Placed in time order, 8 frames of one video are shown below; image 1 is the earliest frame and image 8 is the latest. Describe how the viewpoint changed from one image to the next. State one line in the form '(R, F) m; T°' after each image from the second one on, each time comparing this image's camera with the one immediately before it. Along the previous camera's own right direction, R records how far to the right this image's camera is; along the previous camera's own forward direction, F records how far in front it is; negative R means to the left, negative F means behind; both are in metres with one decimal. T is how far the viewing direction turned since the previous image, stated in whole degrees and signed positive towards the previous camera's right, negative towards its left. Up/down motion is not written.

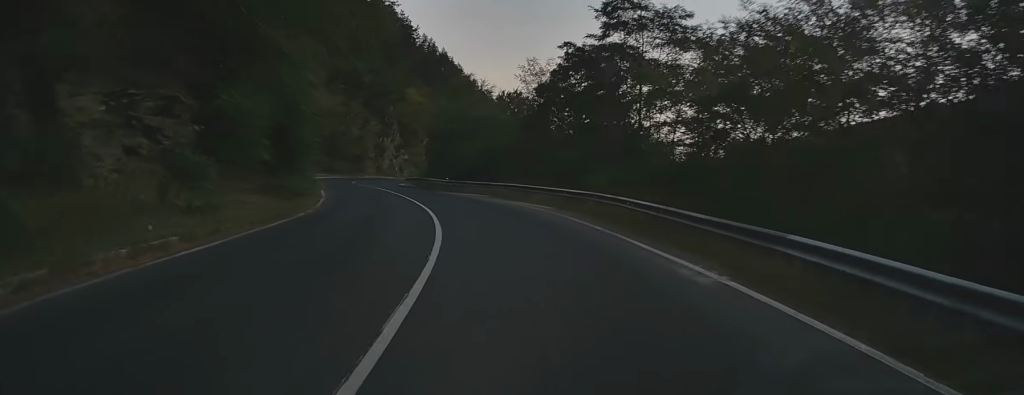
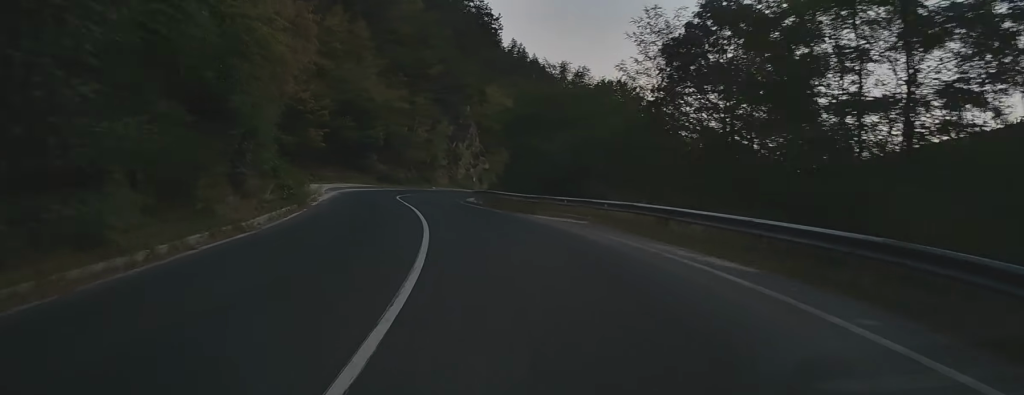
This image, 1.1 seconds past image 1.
(-1.2, +16.7) m; -7°
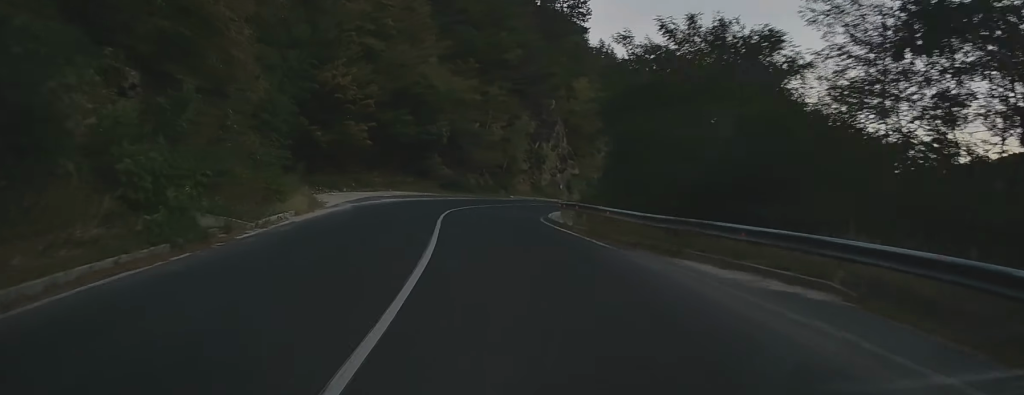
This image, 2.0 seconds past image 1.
(-0.6, +13.4) m; -3°
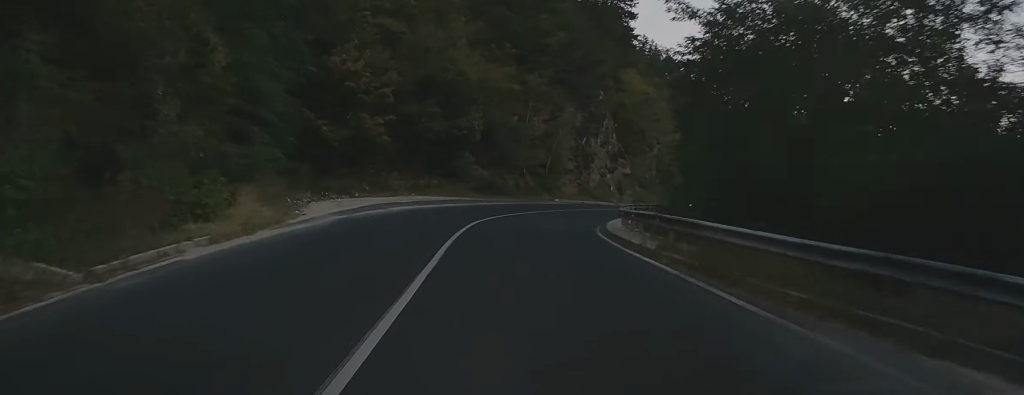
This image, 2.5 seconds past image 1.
(0.0, +7.8) m; -1°
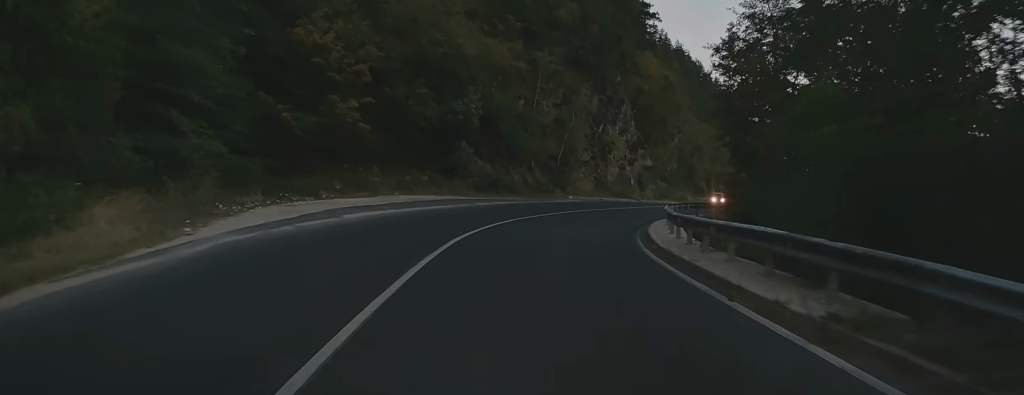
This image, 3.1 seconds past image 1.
(-0.1, +7.8) m; +1°
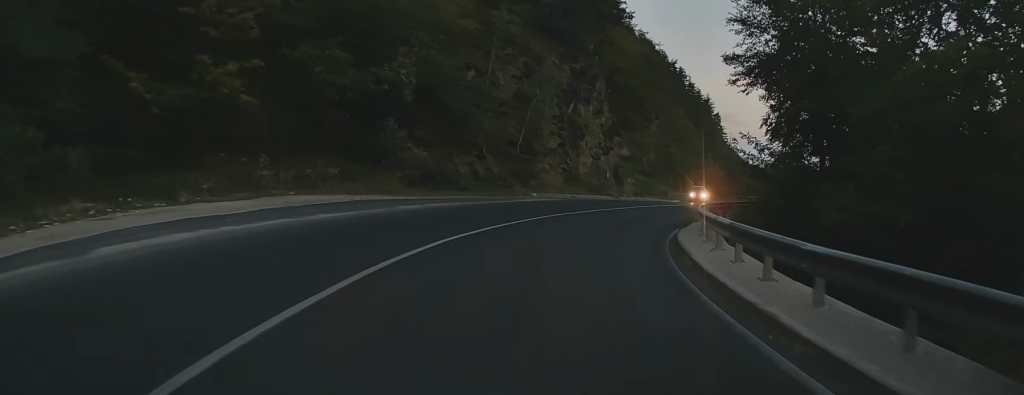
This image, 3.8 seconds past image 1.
(-0.3, +10.1) m; +4°
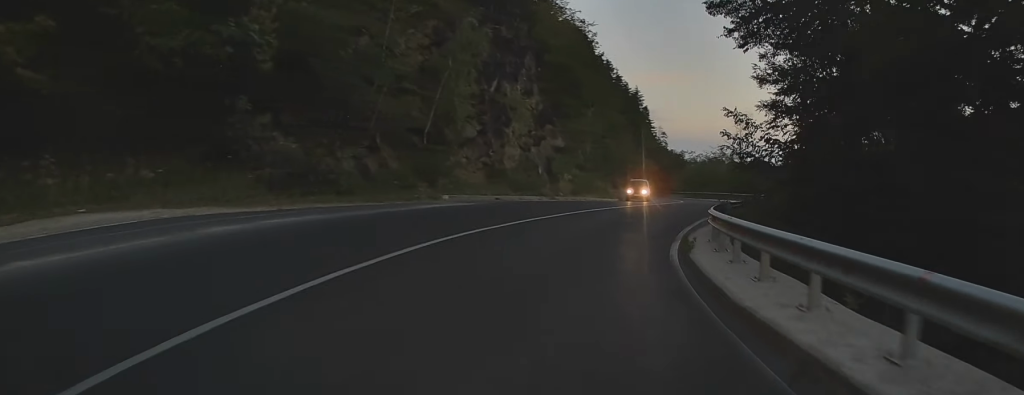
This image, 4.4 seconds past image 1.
(+0.8, +8.7) m; +6°
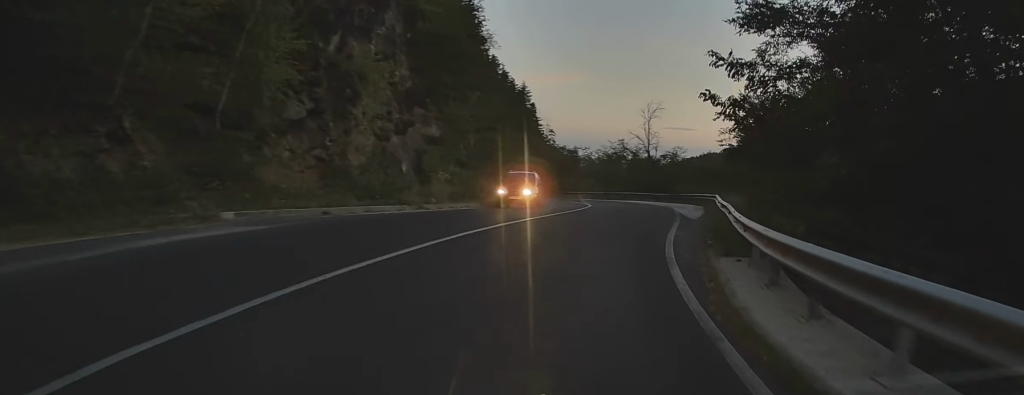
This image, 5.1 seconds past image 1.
(+0.7, +10.7) m; +7°
